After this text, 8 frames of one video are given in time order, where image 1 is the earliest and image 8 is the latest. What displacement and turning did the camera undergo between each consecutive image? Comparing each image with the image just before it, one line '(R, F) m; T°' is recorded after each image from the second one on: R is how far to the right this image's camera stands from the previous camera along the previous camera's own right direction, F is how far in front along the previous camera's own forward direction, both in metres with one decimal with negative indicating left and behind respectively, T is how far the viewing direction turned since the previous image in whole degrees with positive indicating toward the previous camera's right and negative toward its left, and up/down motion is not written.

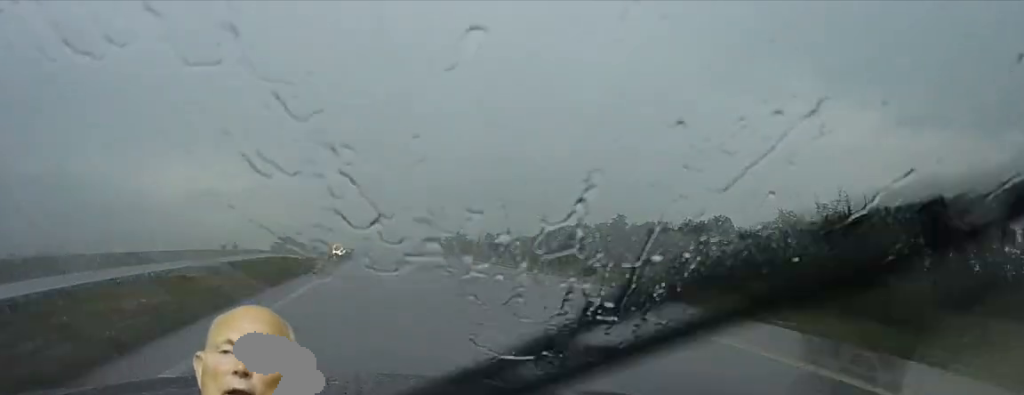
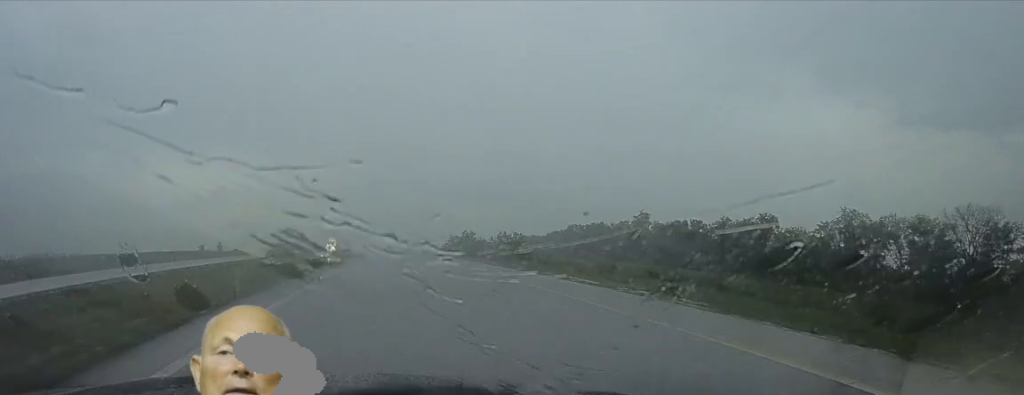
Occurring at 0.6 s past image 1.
(+0.4, +18.3) m; +1°
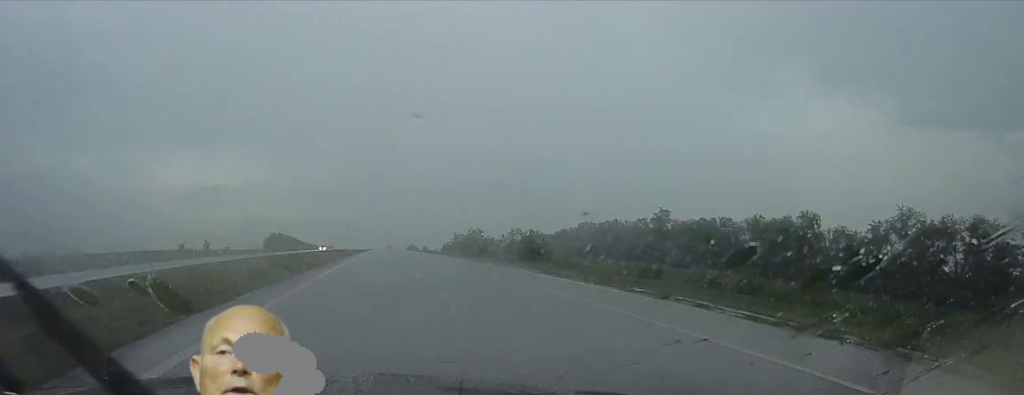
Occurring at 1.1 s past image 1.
(0.0, +12.7) m; -1°
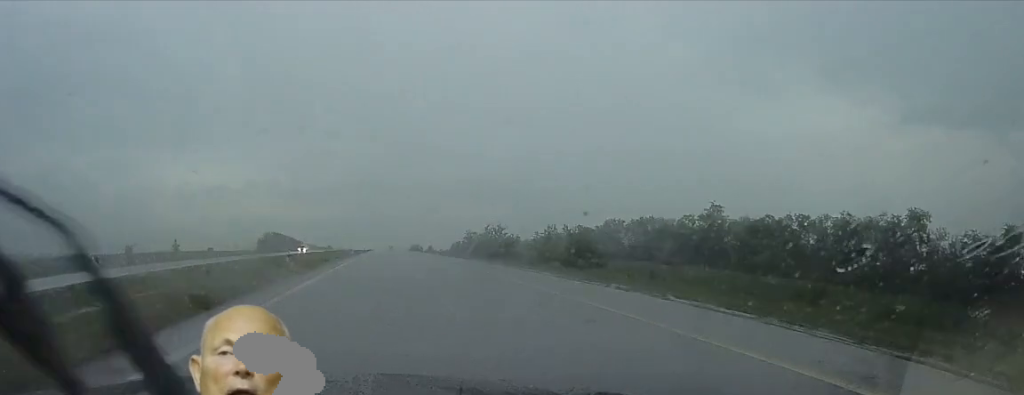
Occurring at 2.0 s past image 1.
(-0.5, +27.5) m; -1°
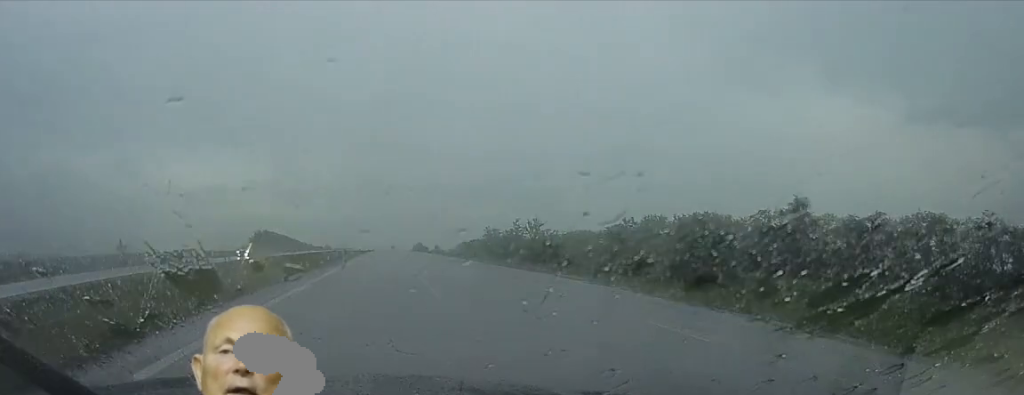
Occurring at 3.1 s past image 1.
(+0.1, +30.8) m; +1°
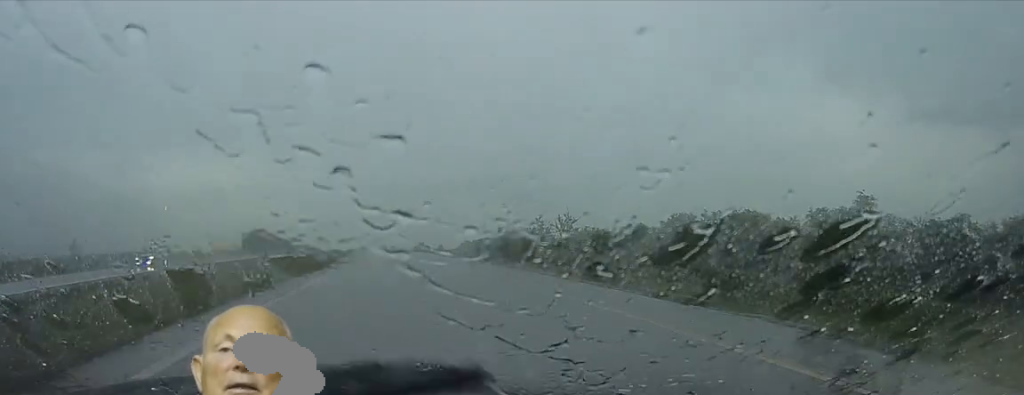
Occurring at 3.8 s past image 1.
(+0.3, +18.2) m; +1°
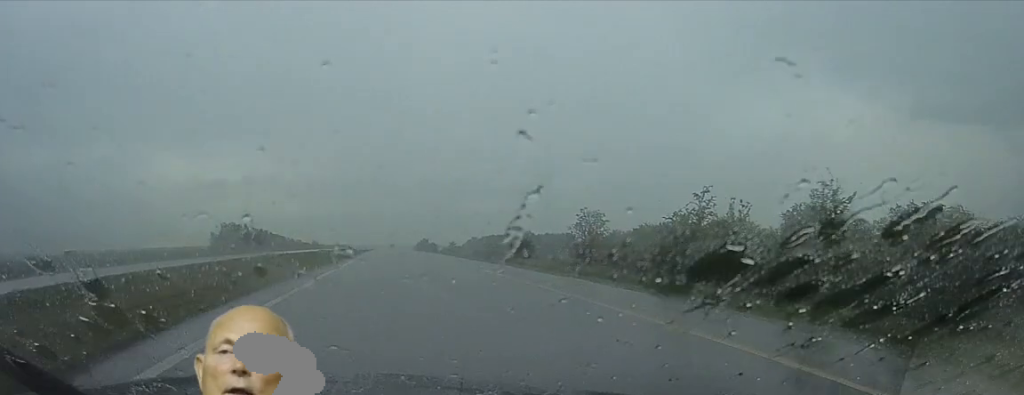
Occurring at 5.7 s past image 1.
(-0.4, +55.3) m; -2°
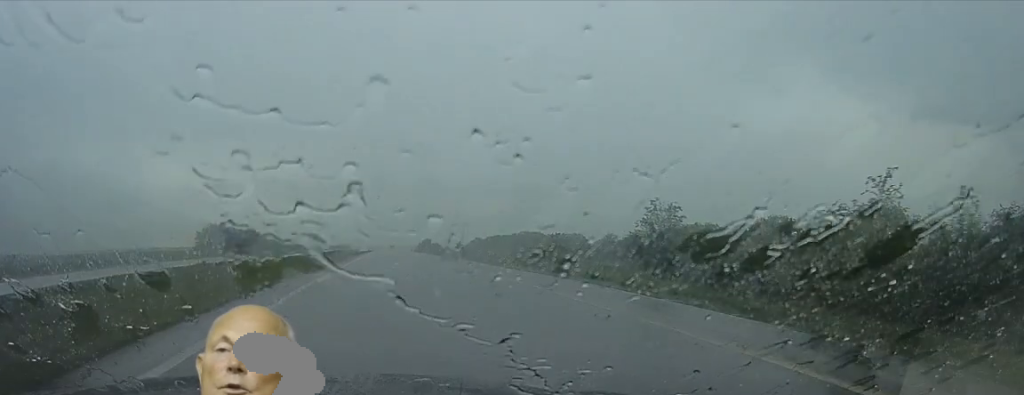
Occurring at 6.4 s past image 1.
(-0.7, +20.7) m; 0°
